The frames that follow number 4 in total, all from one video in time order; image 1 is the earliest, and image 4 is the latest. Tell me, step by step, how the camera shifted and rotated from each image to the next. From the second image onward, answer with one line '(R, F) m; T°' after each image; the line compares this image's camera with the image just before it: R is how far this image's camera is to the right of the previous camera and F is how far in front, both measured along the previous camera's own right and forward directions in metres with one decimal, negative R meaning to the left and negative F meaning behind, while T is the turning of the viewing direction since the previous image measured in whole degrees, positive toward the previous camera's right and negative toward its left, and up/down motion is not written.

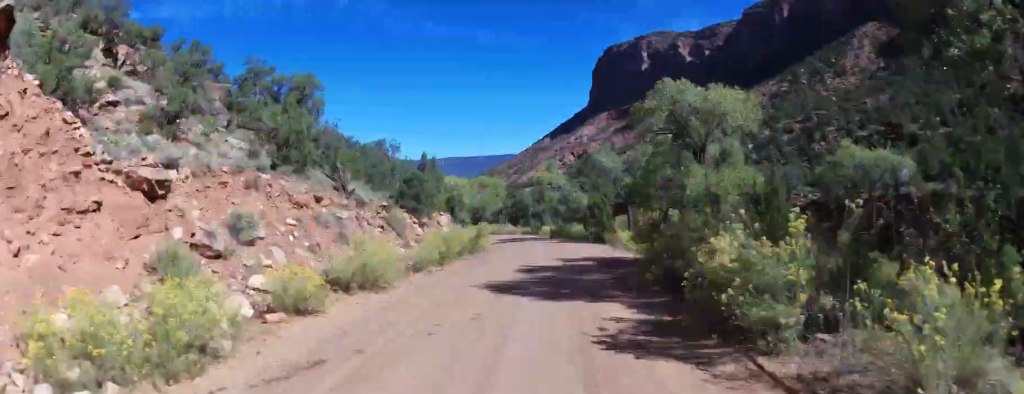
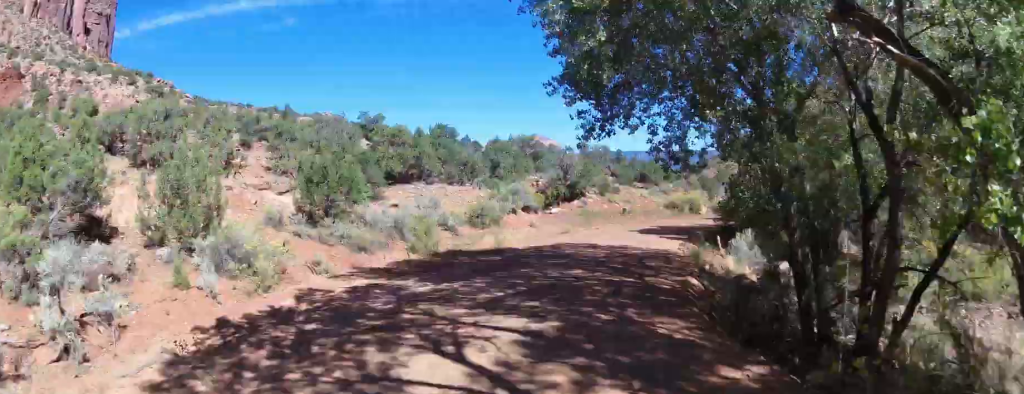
(+23.1, +297.3) m; +19°
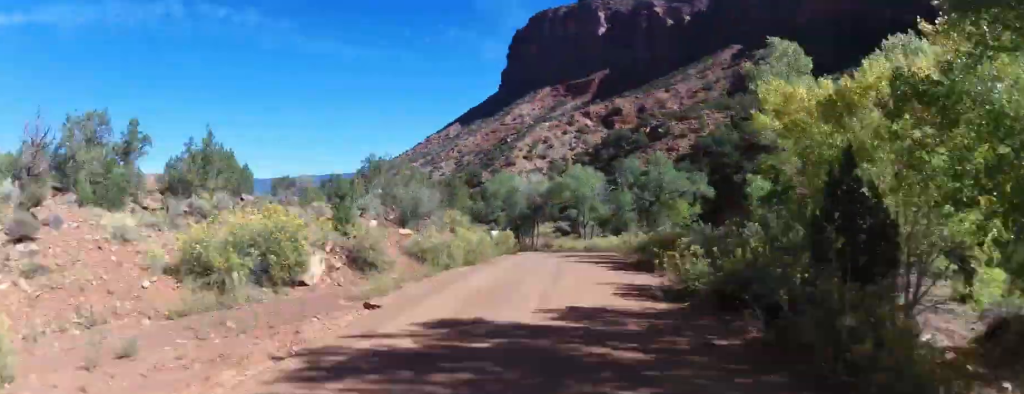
(+9.3, +46.9) m; 0°
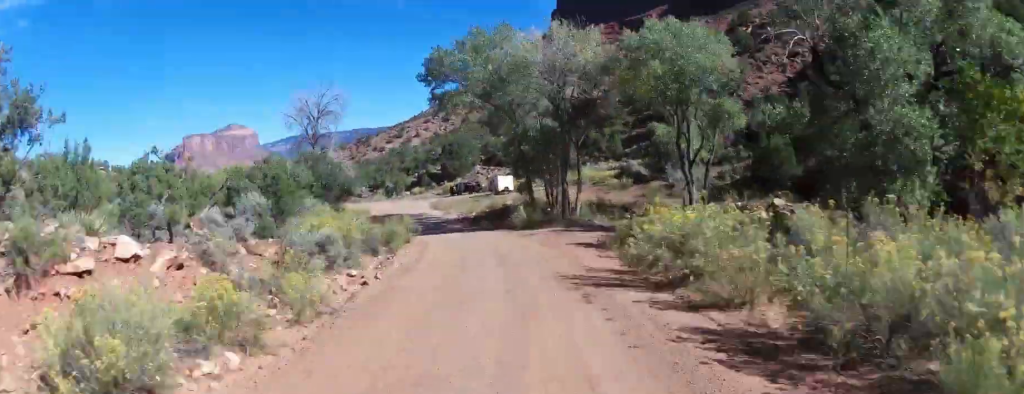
(-10.4, +58.2) m; -17°
